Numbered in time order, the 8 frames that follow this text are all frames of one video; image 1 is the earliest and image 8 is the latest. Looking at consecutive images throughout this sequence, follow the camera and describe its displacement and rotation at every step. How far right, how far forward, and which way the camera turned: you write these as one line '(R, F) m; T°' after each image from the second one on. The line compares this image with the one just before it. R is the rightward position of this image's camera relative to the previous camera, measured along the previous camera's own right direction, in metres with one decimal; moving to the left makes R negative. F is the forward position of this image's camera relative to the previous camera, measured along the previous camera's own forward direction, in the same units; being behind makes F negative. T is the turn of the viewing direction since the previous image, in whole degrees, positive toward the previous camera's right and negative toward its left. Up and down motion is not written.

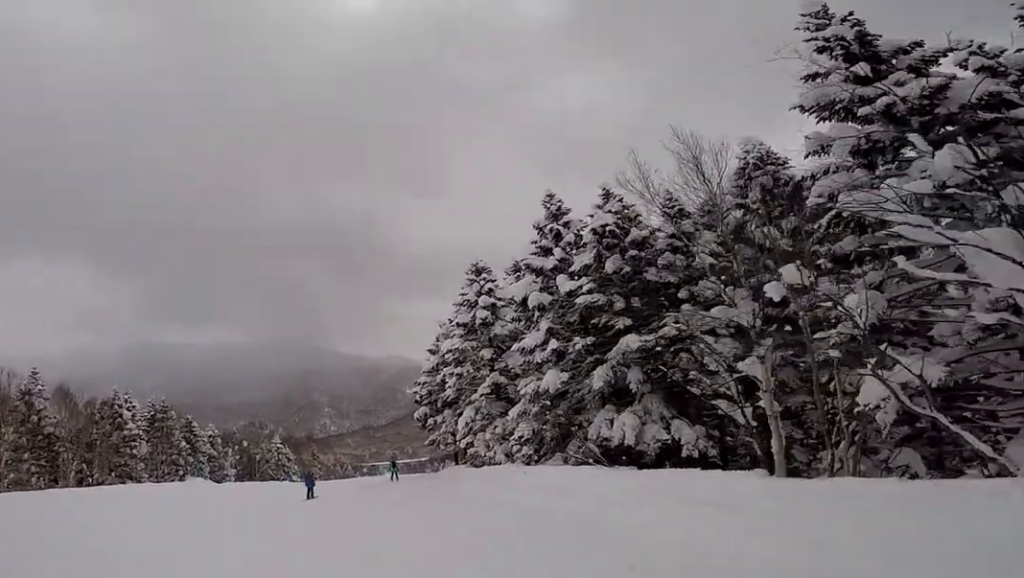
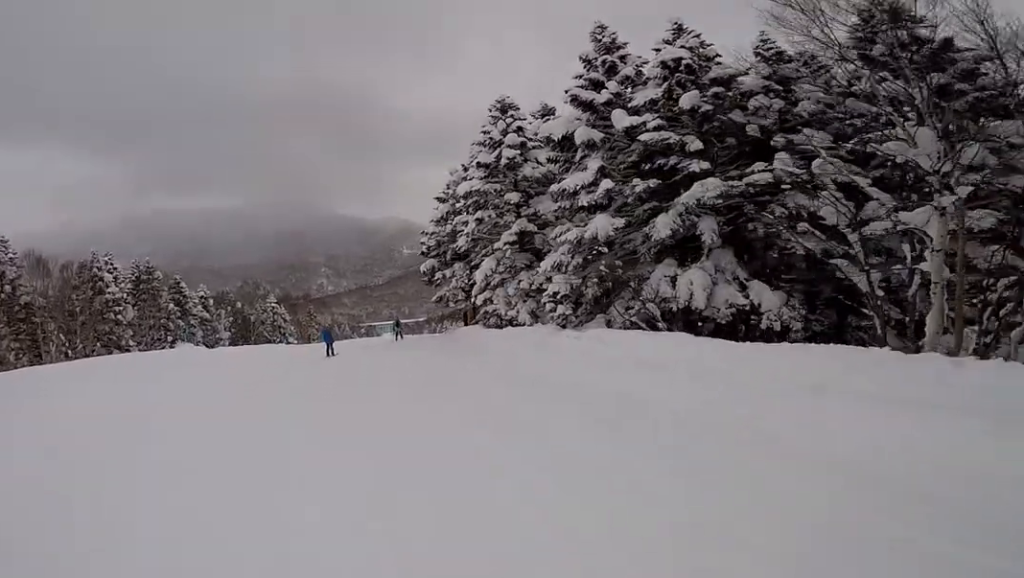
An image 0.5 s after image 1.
(-0.1, +3.5) m; 0°
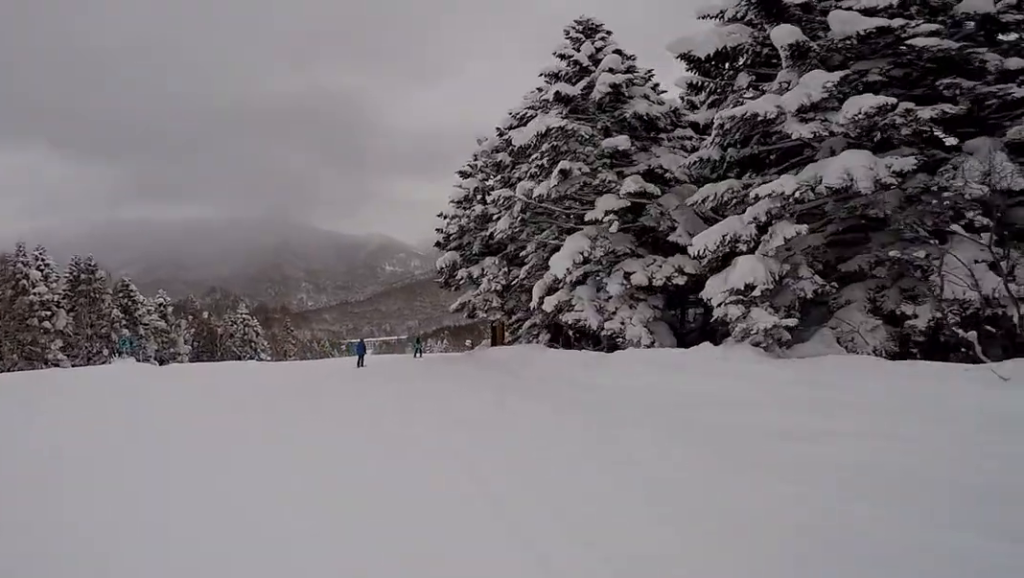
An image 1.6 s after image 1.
(+0.3, +8.4) m; +7°
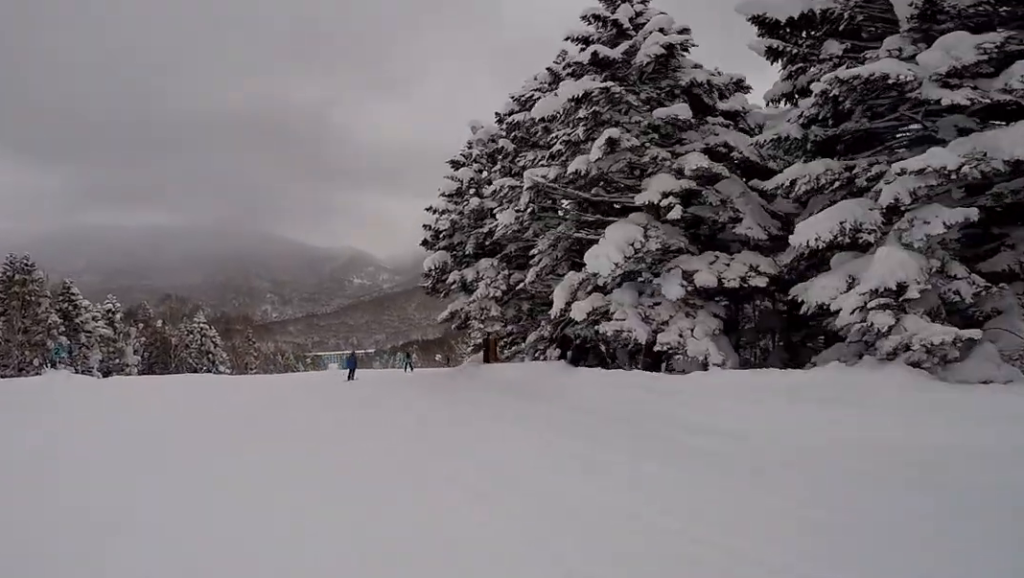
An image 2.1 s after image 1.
(+0.1, +3.2) m; +4°
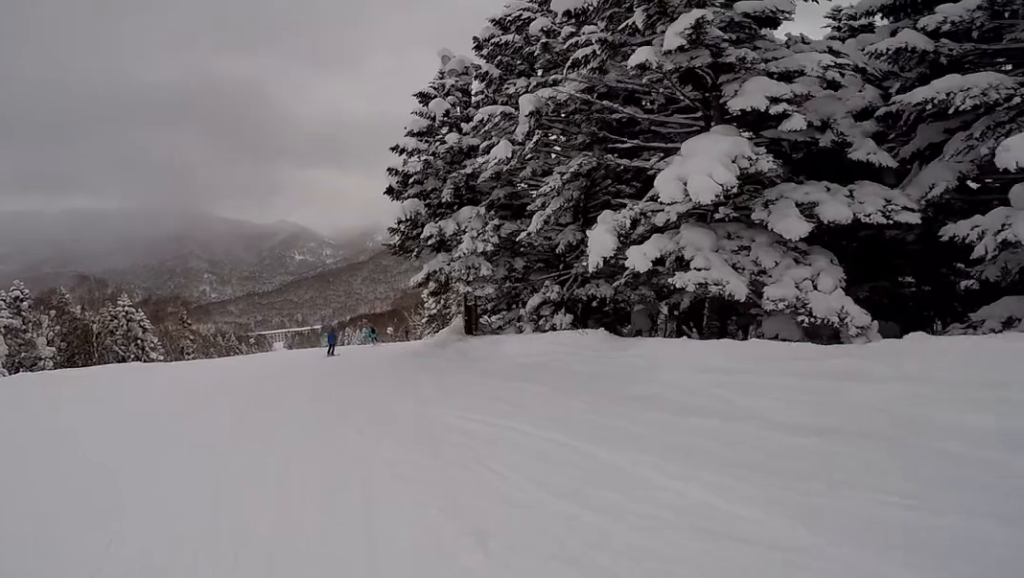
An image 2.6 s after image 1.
(+0.2, +3.8) m; +2°
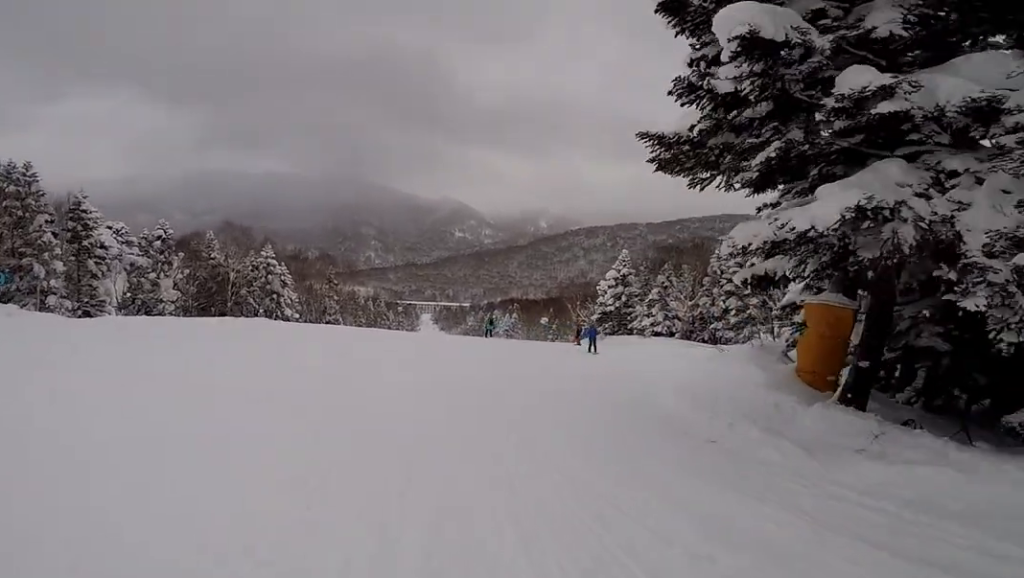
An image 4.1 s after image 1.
(0.0, +10.5) m; -3°
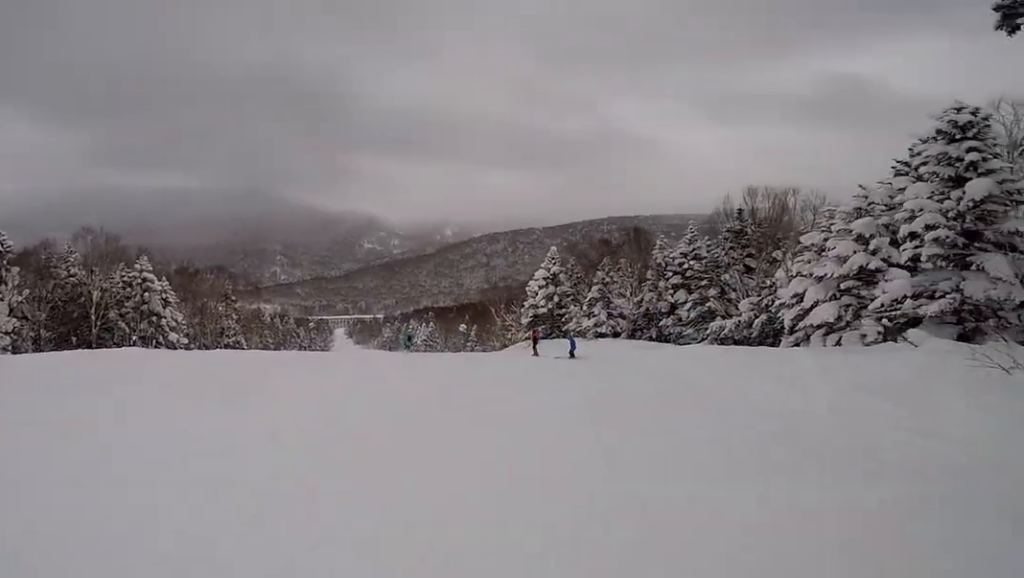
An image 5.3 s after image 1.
(-0.1, +7.3) m; 0°
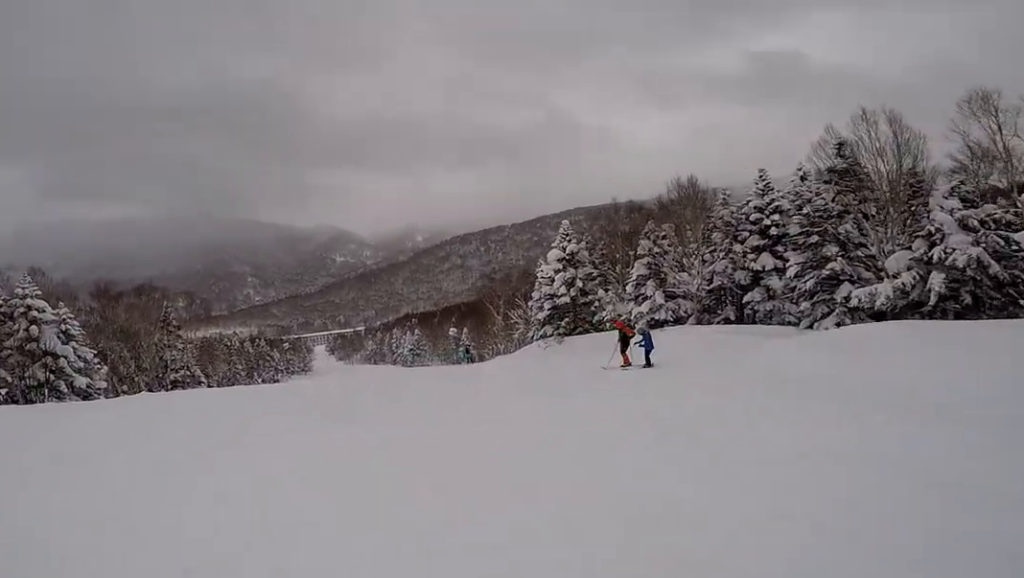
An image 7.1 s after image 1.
(+1.8, +11.5) m; +10°
